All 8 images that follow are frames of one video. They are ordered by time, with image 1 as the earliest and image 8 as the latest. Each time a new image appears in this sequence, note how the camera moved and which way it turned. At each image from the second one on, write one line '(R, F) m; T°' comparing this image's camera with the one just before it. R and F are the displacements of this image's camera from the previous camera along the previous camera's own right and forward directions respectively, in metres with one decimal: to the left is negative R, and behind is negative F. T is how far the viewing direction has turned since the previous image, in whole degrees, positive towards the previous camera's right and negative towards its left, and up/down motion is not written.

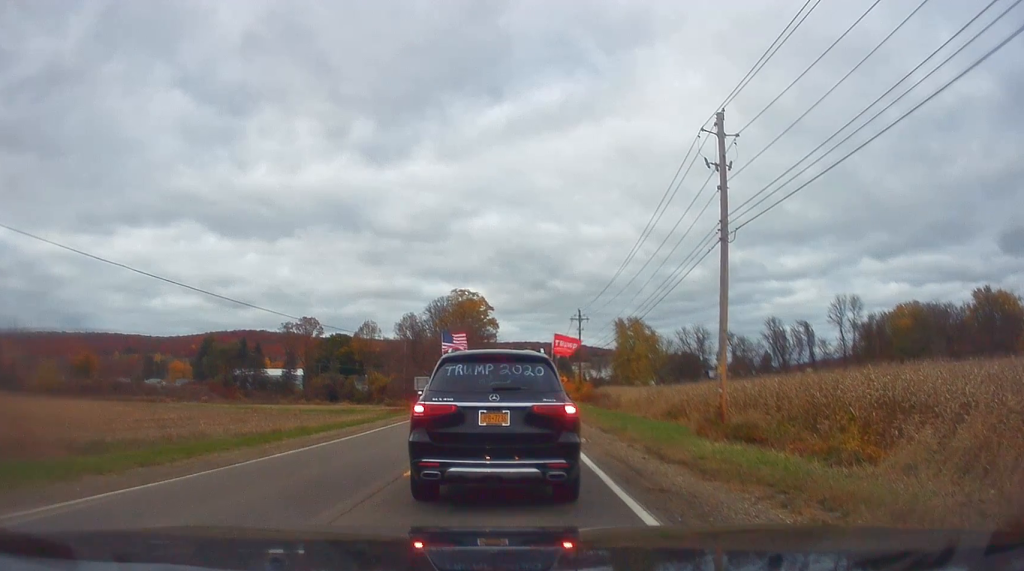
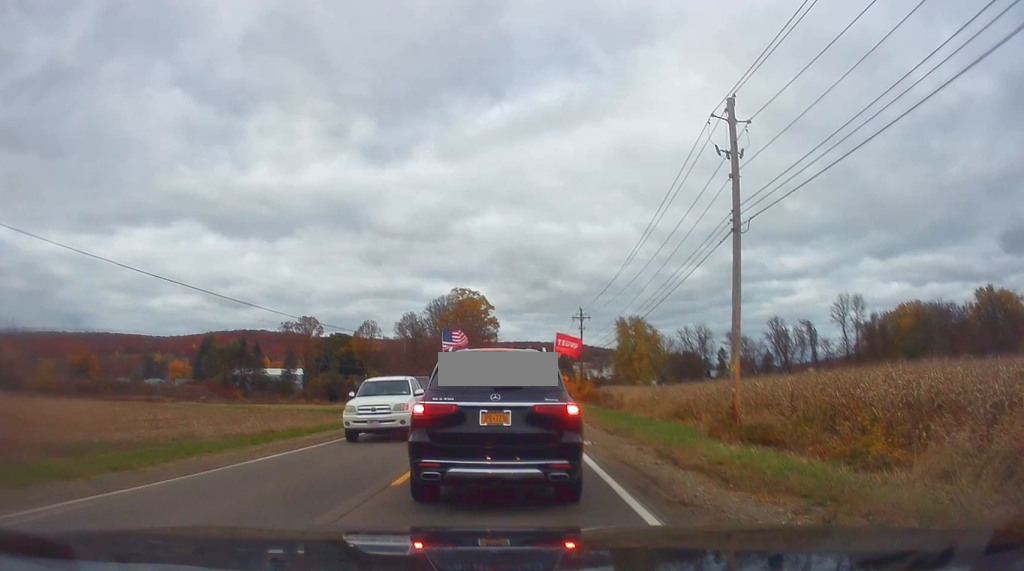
(0.0, +1.7) m; 0°
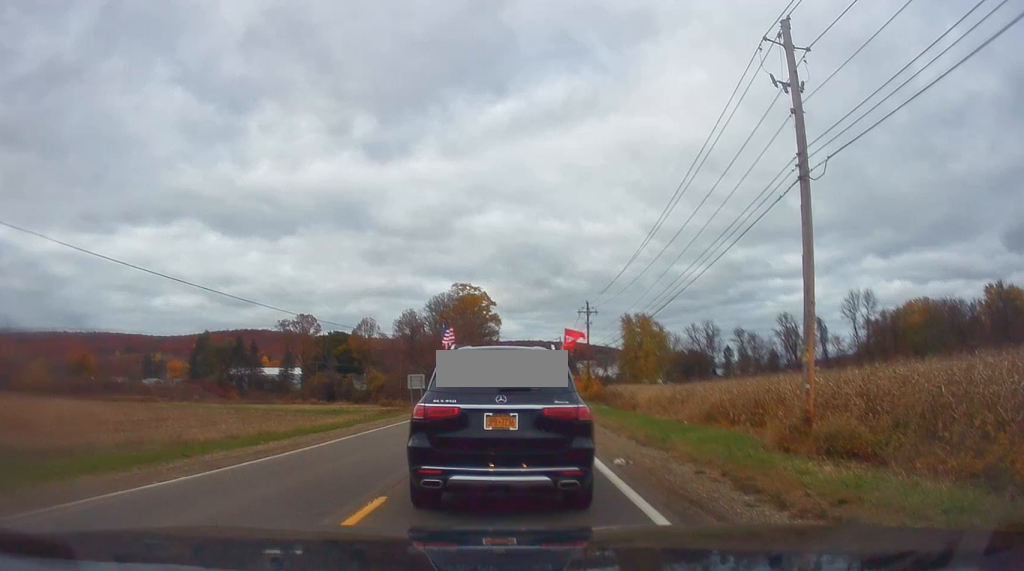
(0.0, +5.1) m; 0°
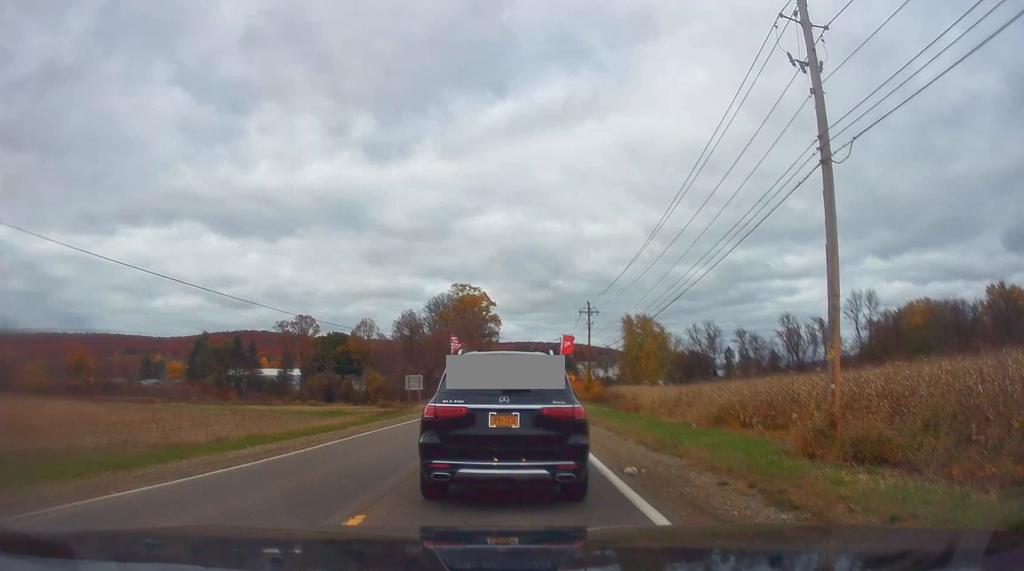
(0.0, +1.0) m; 0°
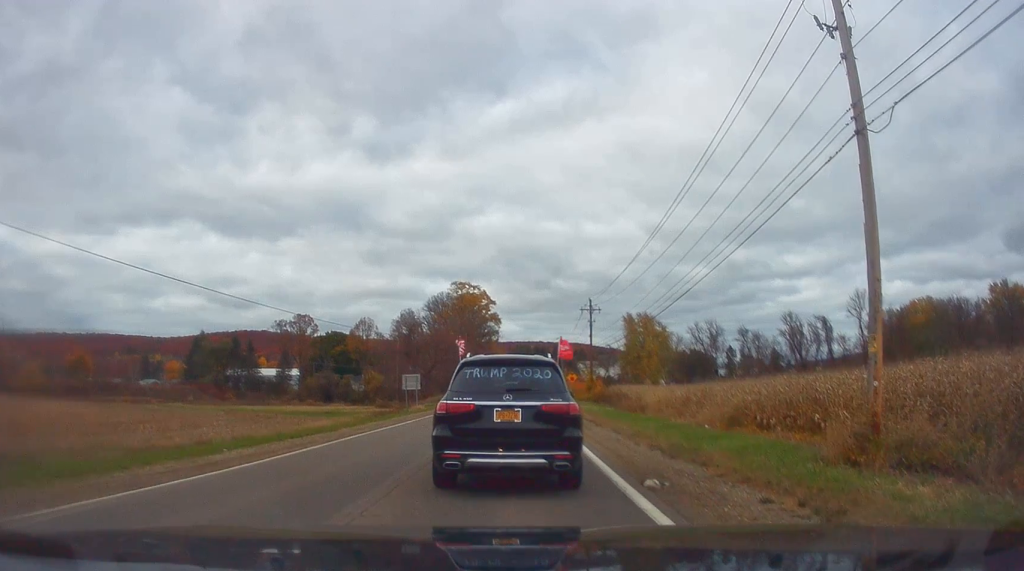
(0.0, +1.2) m; 0°
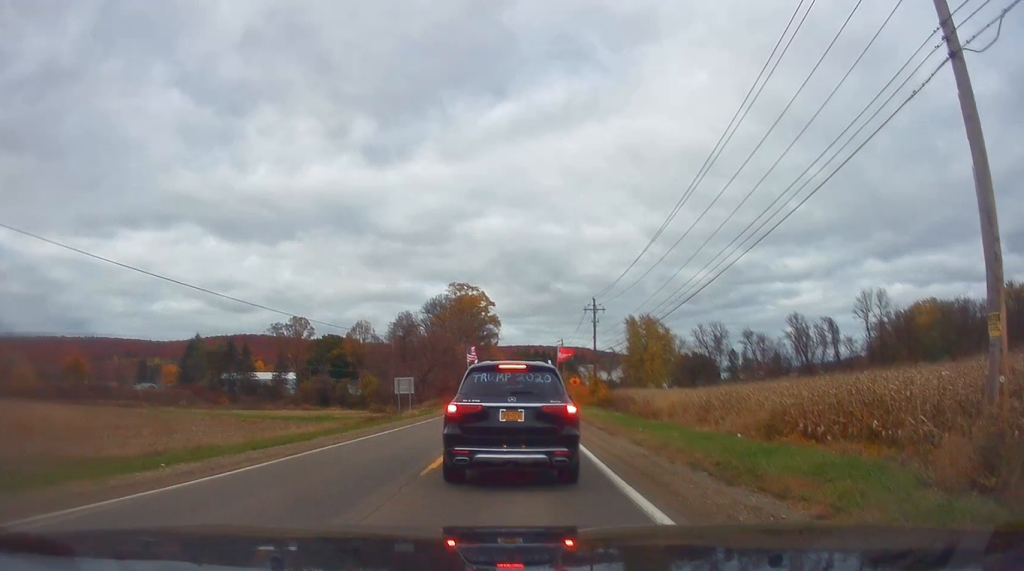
(0.0, +2.3) m; 0°
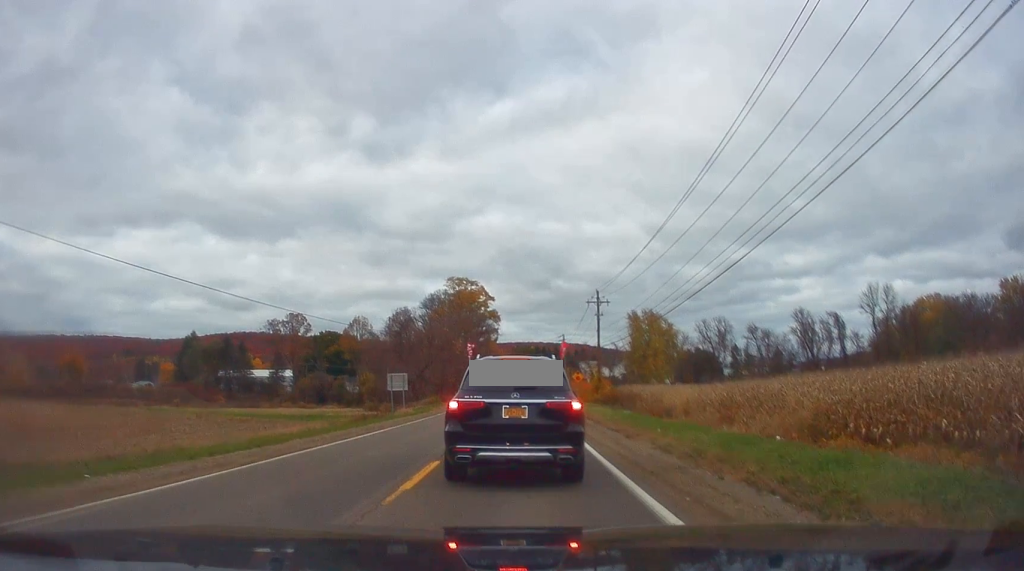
(0.0, +2.0) m; 0°
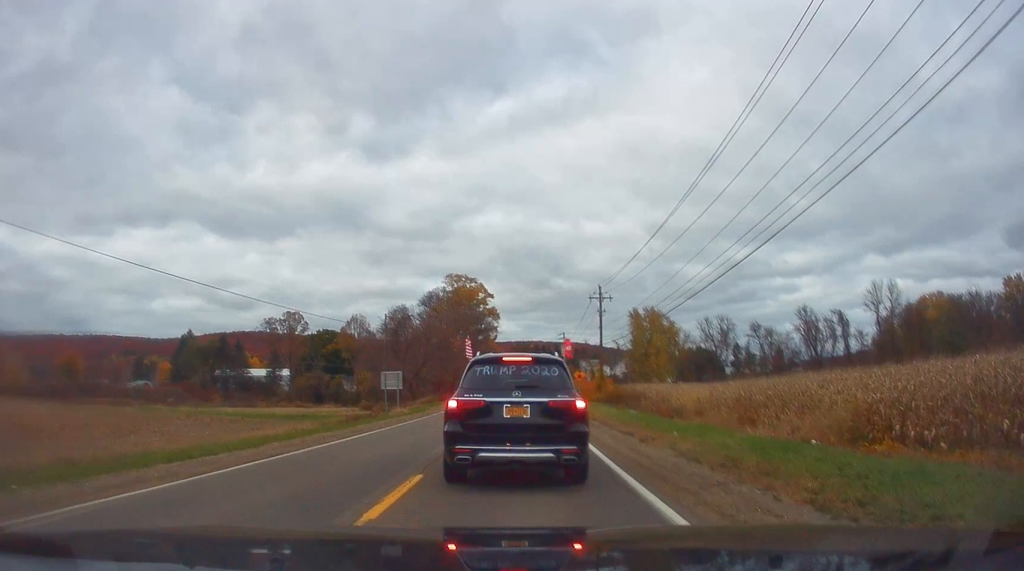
(0.0, +1.7) m; 0°
